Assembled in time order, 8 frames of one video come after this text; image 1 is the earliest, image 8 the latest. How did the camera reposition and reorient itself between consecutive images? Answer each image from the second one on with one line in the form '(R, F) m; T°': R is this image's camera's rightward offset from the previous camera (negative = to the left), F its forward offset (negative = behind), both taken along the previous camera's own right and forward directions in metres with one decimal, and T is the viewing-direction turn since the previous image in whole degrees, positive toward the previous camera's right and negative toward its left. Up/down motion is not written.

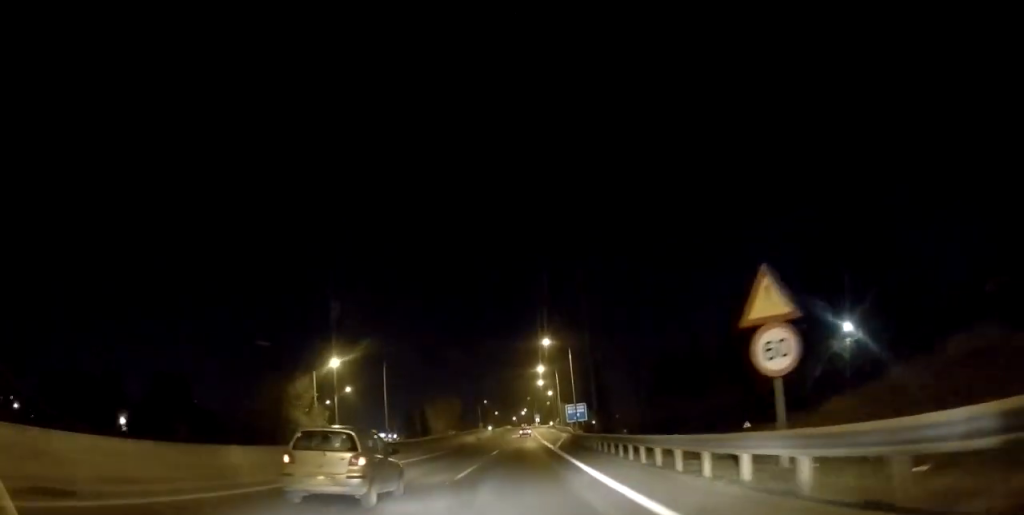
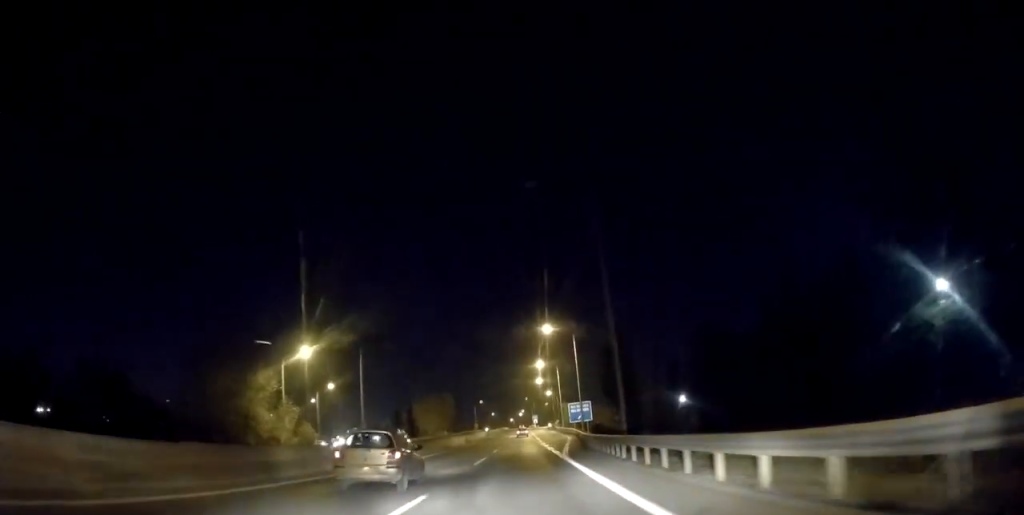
(-0.3, +10.7) m; -1°
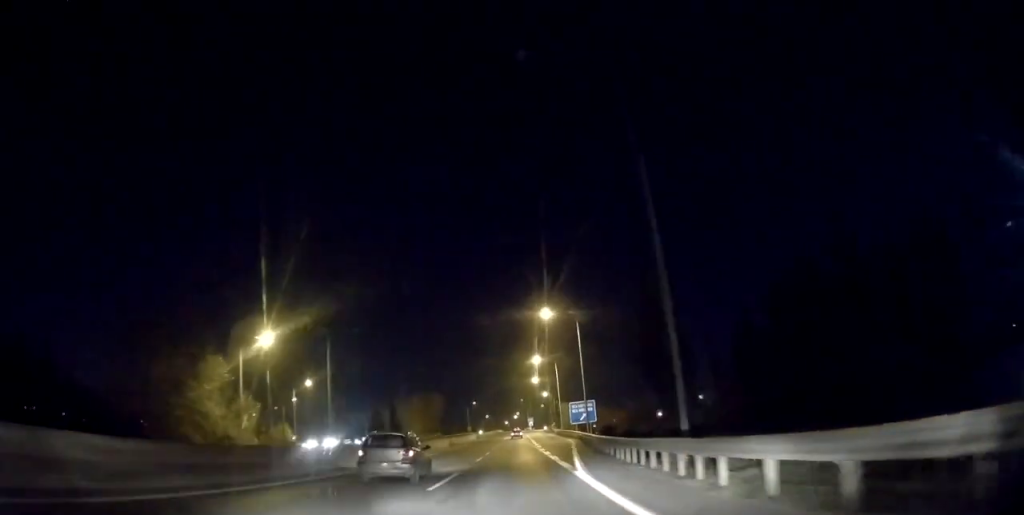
(-0.5, +10.7) m; -1°
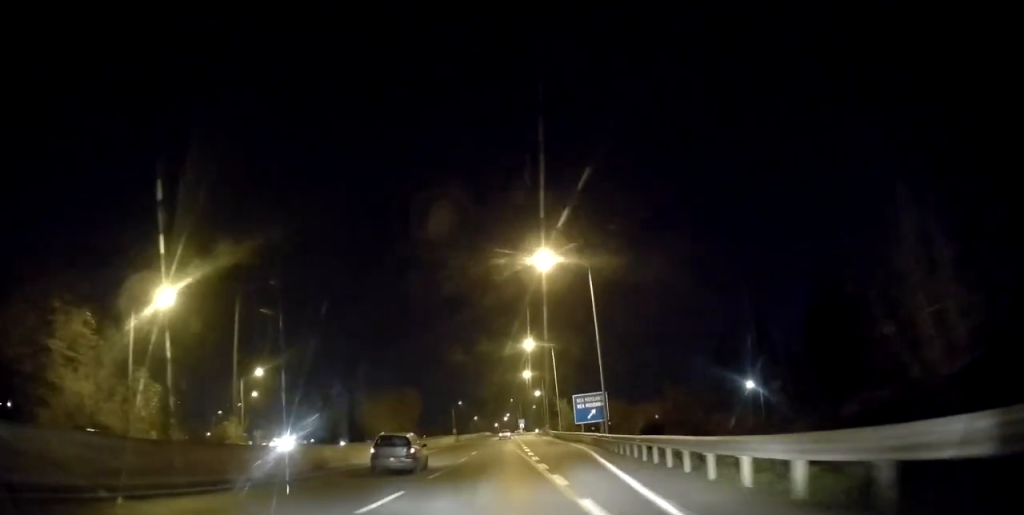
(+0.3, +18.4) m; +1°
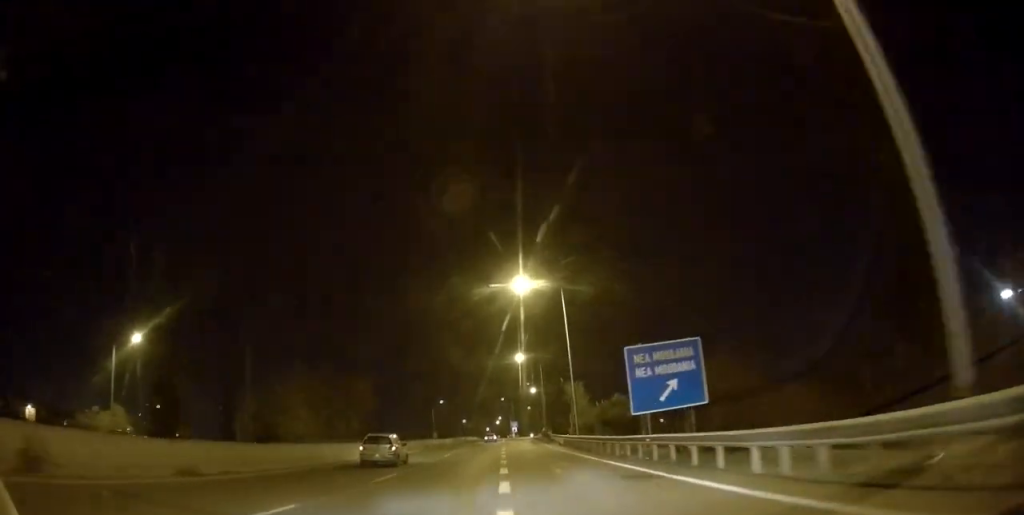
(+0.5, +31.8) m; +2°
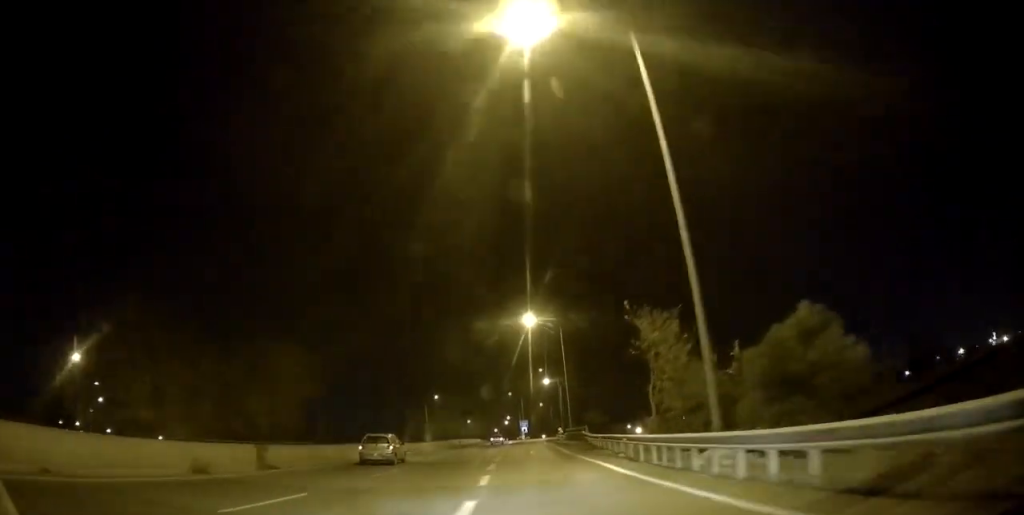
(-0.2, +29.3) m; -2°
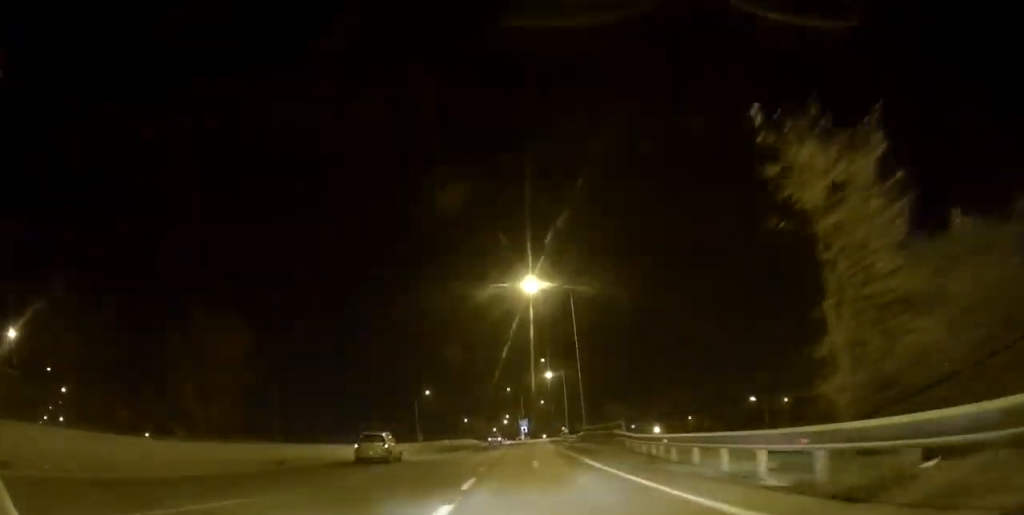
(-0.3, +13.6) m; -1°
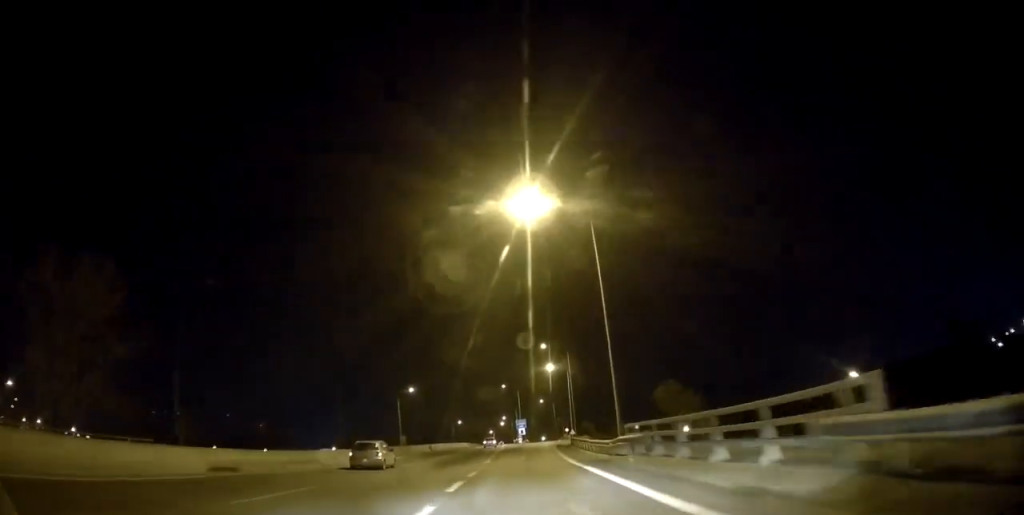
(-0.1, +16.7) m; +2°
